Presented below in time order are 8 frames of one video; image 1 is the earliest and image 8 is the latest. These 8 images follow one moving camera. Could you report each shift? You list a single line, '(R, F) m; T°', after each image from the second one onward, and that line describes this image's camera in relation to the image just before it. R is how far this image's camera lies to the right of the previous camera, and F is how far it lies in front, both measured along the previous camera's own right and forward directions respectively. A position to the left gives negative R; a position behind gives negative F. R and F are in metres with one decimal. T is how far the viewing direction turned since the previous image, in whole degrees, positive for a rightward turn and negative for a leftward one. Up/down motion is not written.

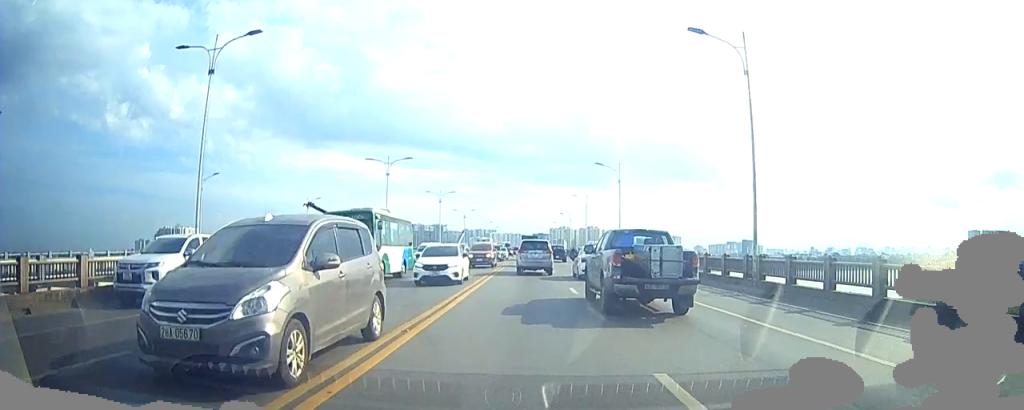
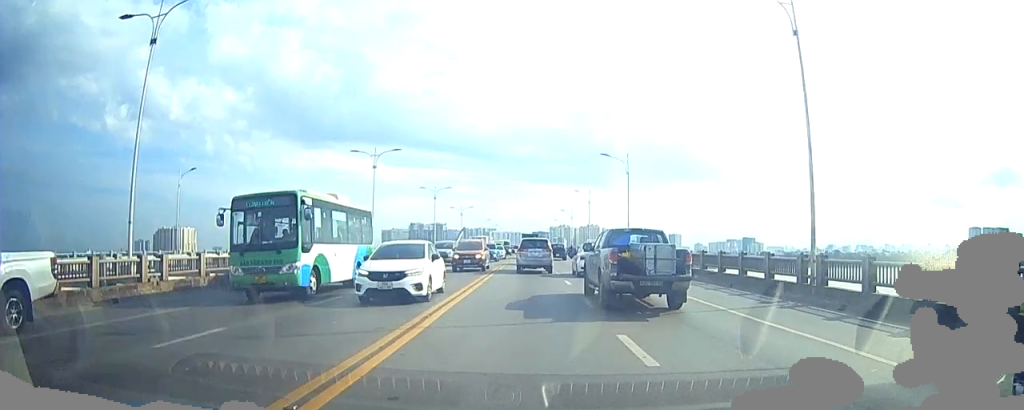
(0.0, +3.7) m; +1°
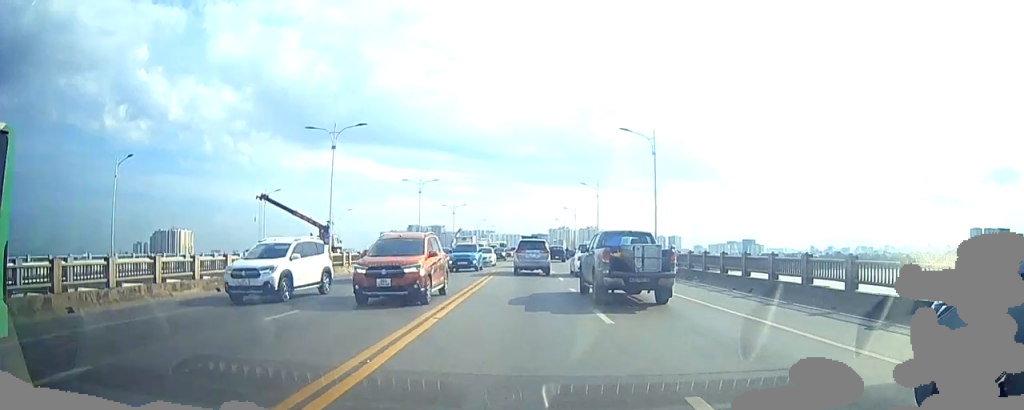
(+0.2, +9.9) m; +2°
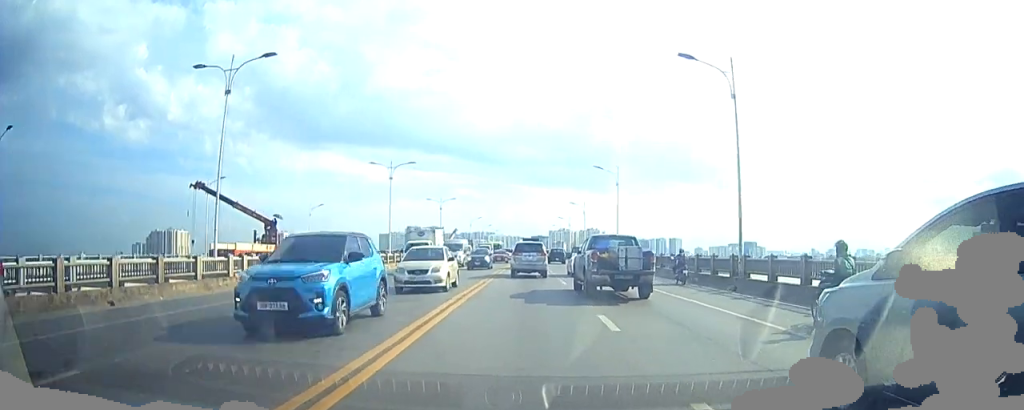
(+0.1, +14.8) m; 0°
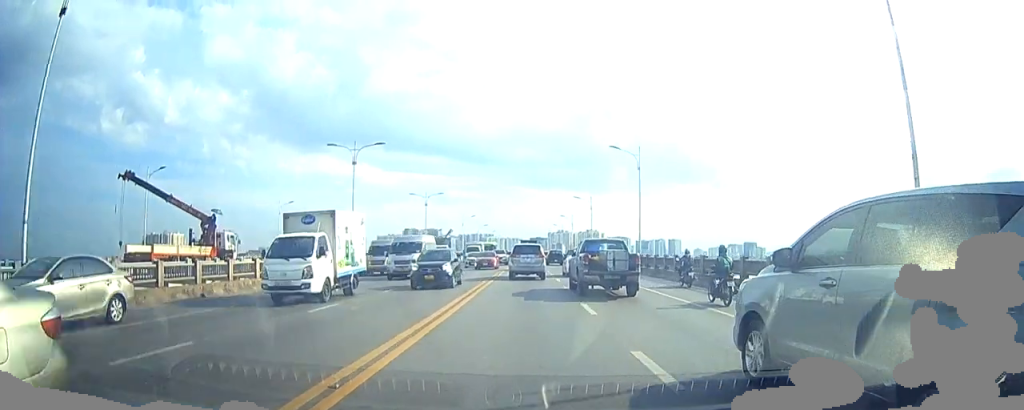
(0.0, +10.8) m; 0°
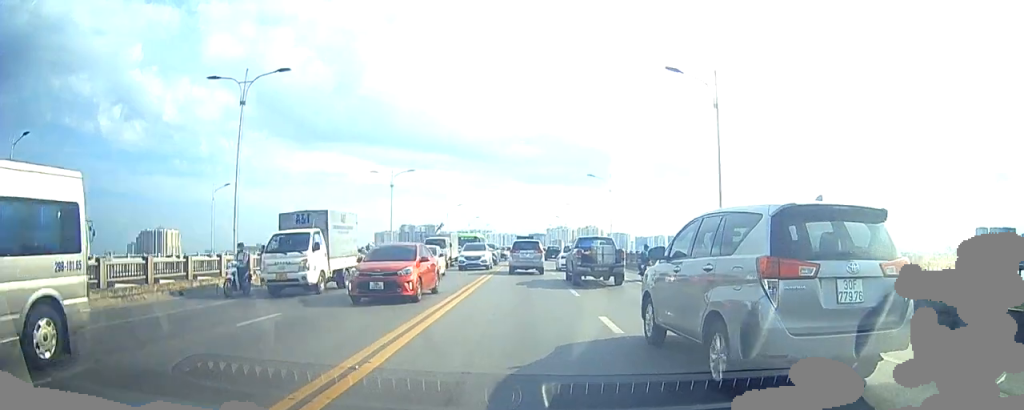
(0.0, +16.9) m; 0°
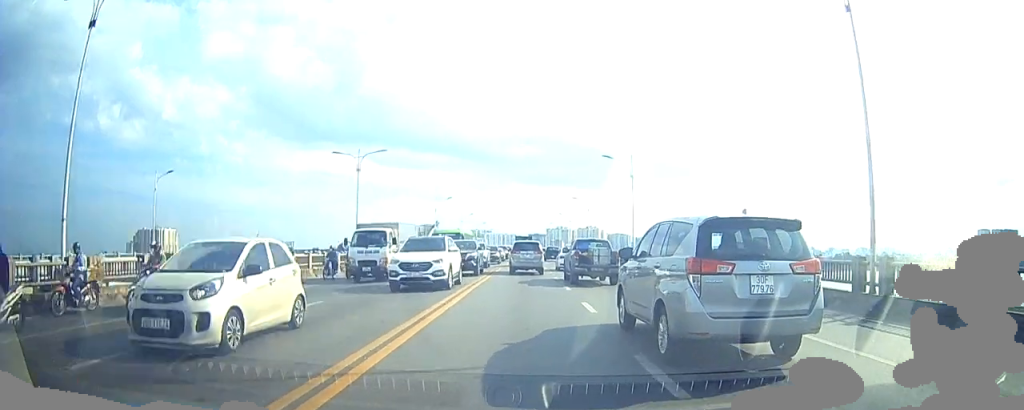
(0.0, +10.8) m; 0°
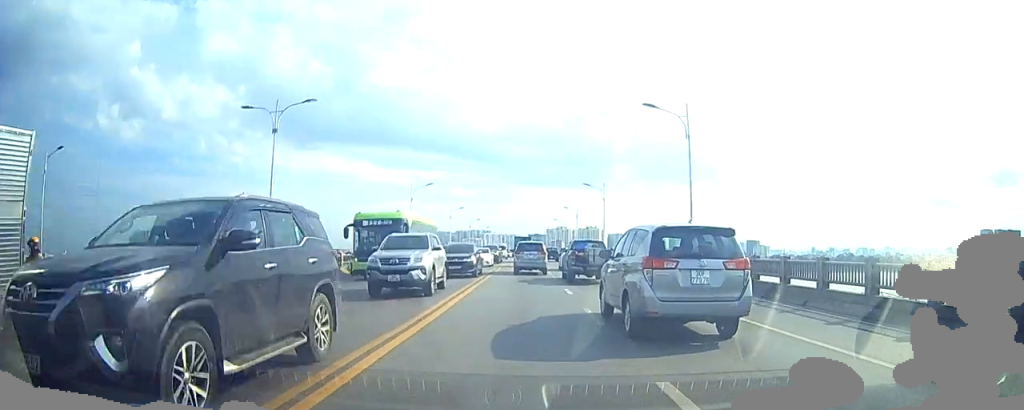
(0.0, +13.9) m; 0°
